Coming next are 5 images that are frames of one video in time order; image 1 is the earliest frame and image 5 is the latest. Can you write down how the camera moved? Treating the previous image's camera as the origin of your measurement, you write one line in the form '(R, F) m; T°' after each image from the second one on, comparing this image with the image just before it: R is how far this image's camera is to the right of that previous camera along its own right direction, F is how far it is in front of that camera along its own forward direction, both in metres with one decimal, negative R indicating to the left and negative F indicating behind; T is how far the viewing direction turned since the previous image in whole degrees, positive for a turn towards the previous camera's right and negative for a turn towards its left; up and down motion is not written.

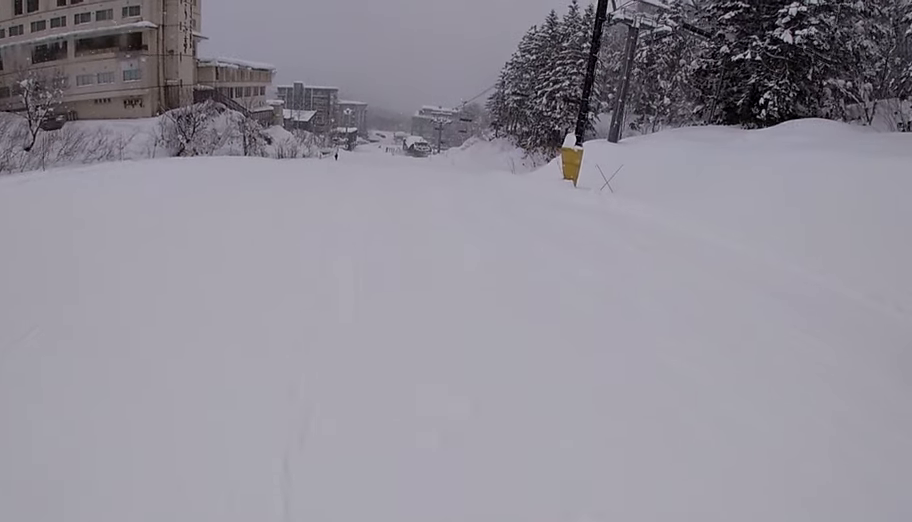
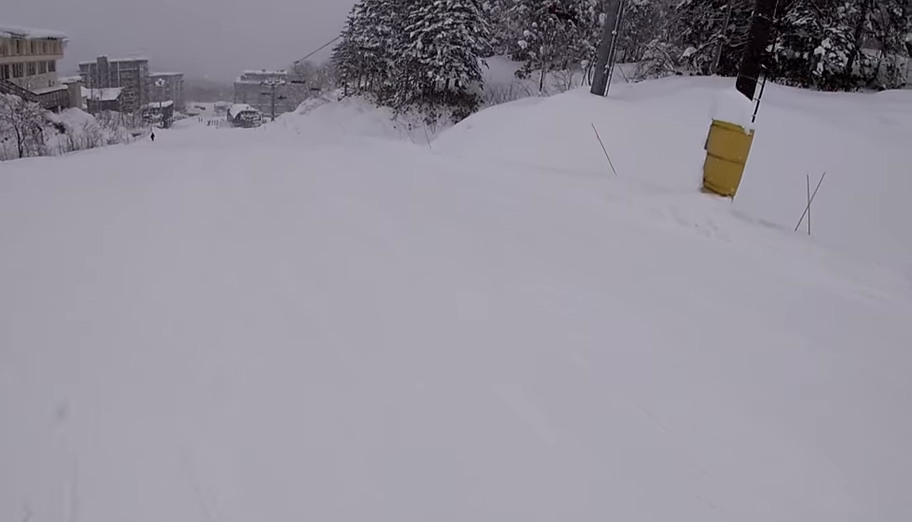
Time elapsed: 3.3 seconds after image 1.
(+0.4, +16.3) m; +11°
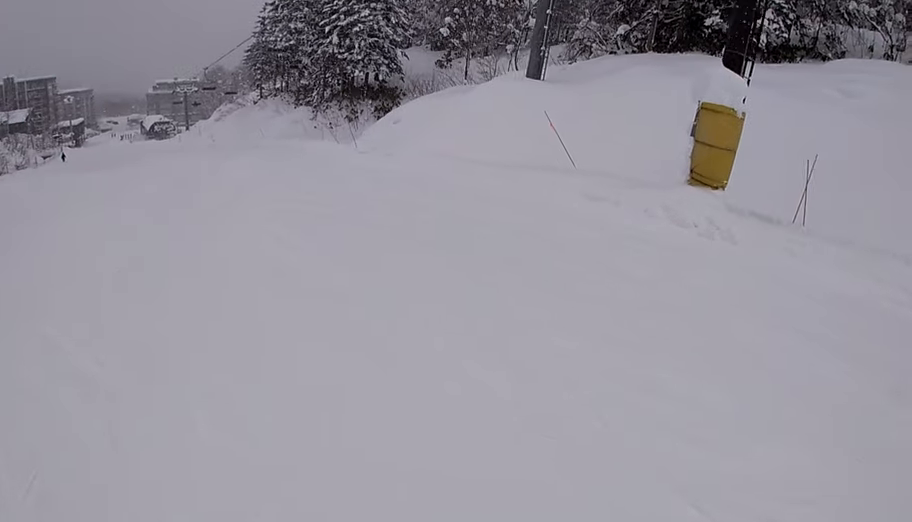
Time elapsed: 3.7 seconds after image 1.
(+0.1, +1.9) m; +4°
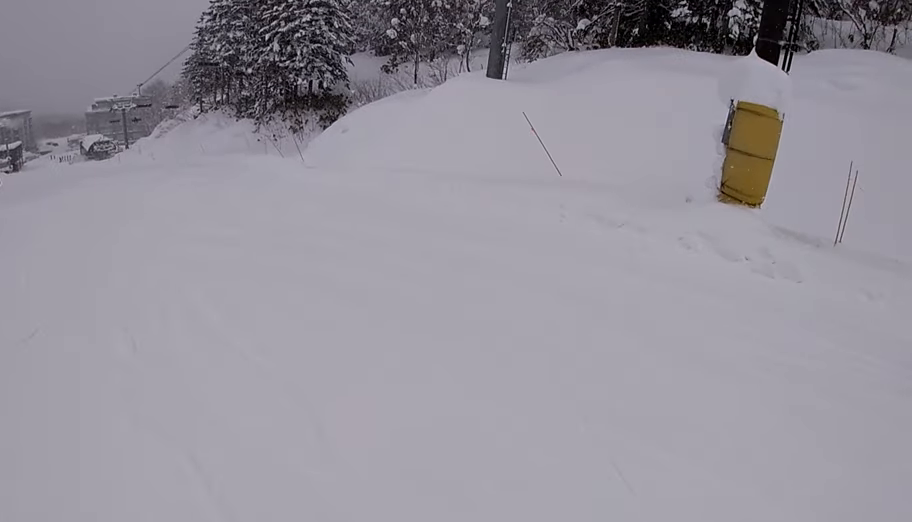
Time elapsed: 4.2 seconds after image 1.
(+0.1, +2.3) m; +3°
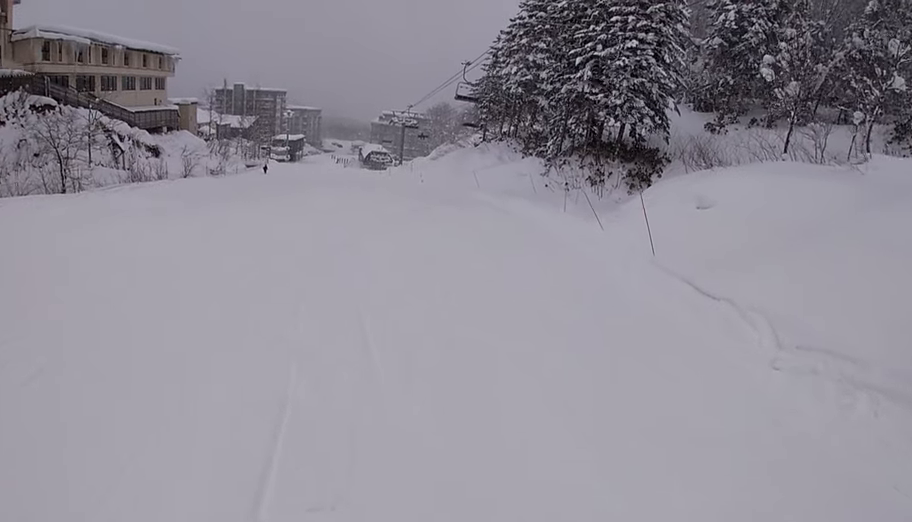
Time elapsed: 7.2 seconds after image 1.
(-0.5, +12.7) m; -13°
